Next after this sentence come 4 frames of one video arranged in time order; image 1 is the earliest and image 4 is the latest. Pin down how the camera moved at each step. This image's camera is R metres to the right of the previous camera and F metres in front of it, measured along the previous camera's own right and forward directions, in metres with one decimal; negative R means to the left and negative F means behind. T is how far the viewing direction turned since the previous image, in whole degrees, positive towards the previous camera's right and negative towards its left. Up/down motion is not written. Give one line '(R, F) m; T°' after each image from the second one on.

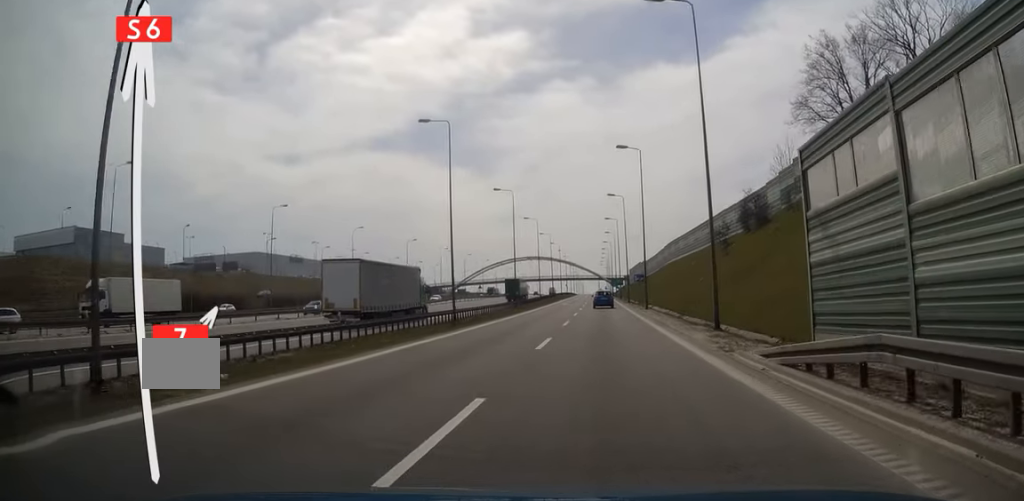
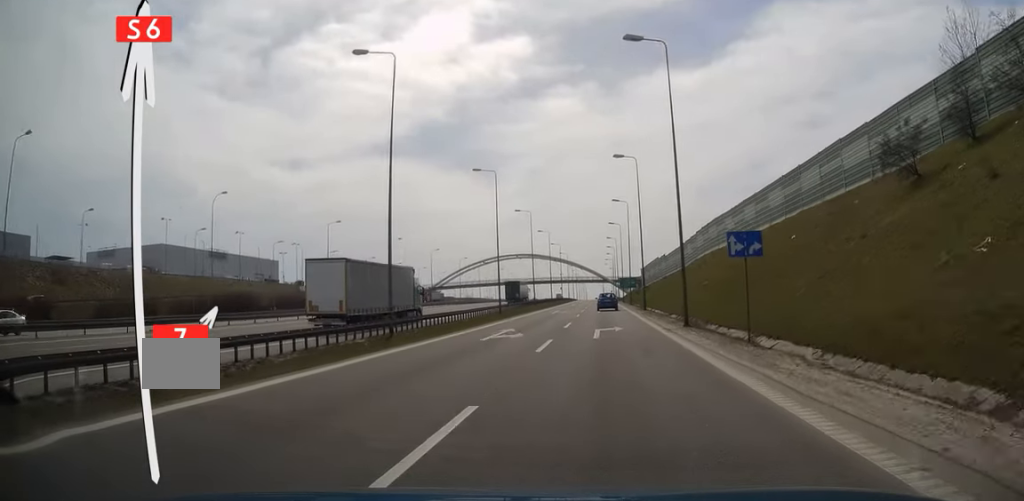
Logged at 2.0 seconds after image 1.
(-0.3, +48.4) m; -1°
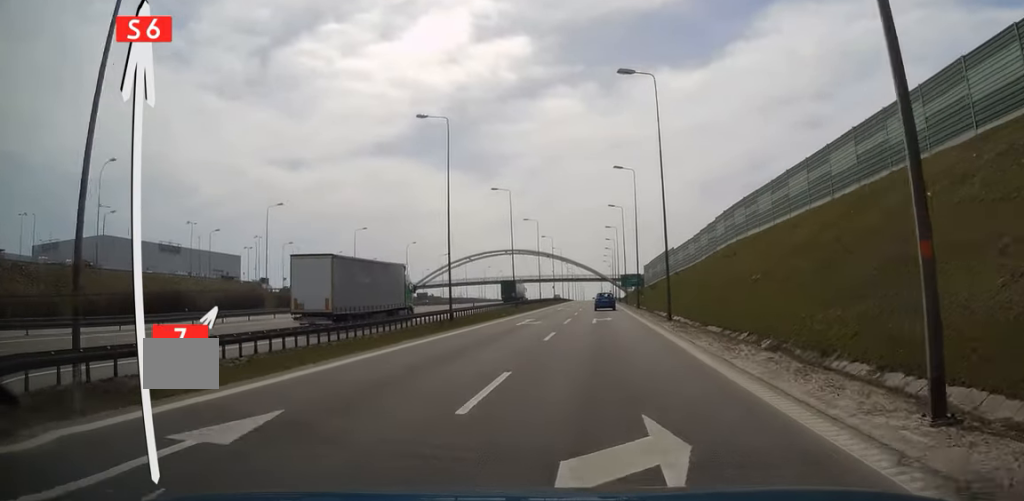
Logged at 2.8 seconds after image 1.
(0.0, +20.4) m; 0°
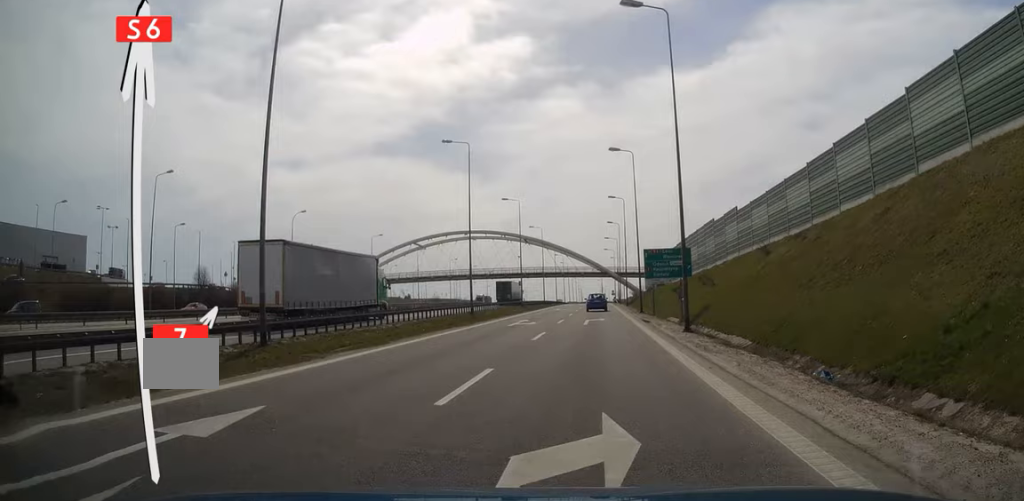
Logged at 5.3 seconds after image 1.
(+0.1, +59.1) m; 0°
